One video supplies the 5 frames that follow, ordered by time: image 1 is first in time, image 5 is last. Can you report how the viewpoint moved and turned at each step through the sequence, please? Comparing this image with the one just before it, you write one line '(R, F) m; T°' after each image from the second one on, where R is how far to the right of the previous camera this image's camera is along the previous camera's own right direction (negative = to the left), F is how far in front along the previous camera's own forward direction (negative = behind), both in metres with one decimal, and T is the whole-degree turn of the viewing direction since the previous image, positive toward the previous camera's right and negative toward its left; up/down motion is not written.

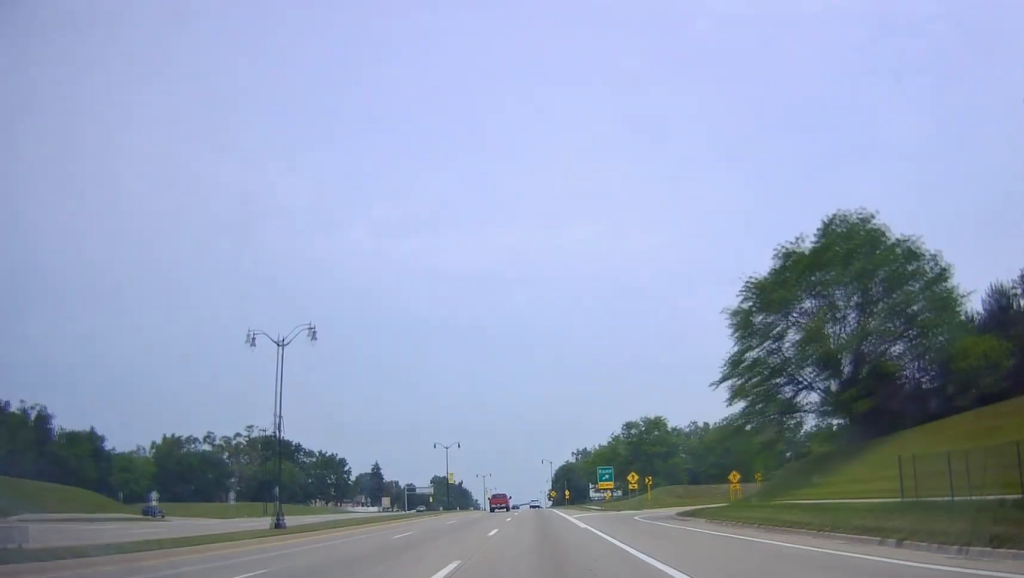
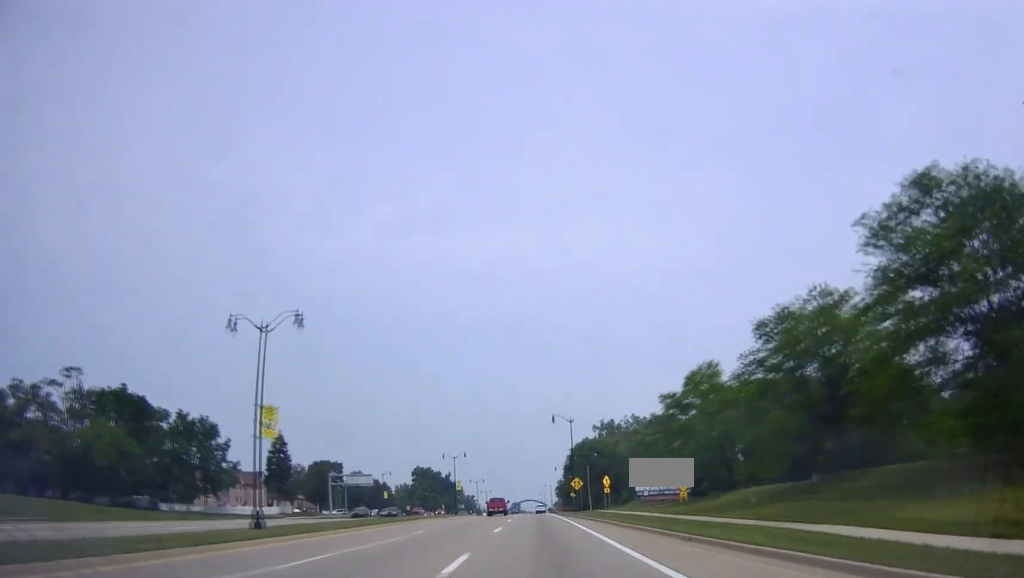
(+1.2, +74.5) m; +2°
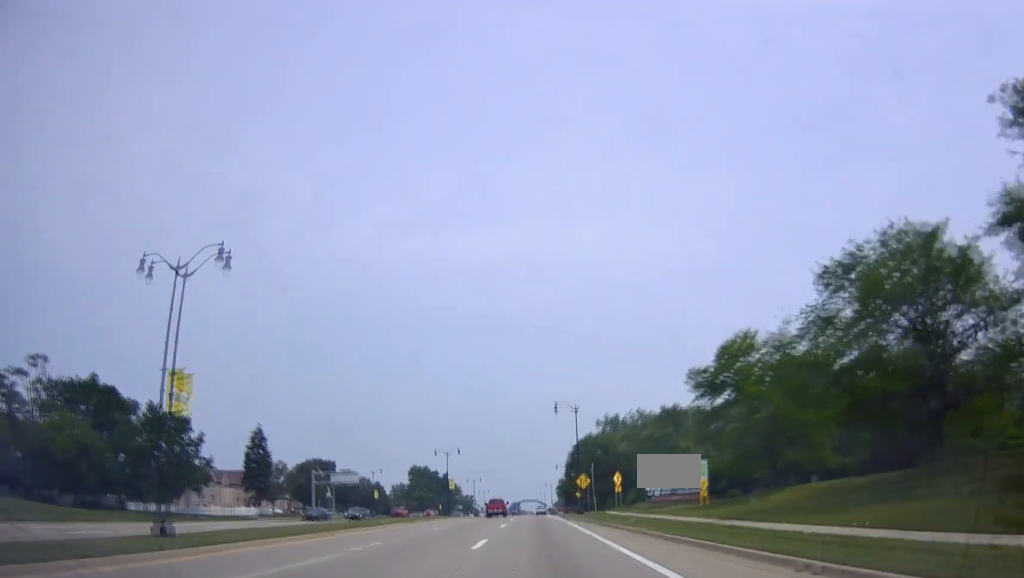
(+0.1, +9.2) m; 0°
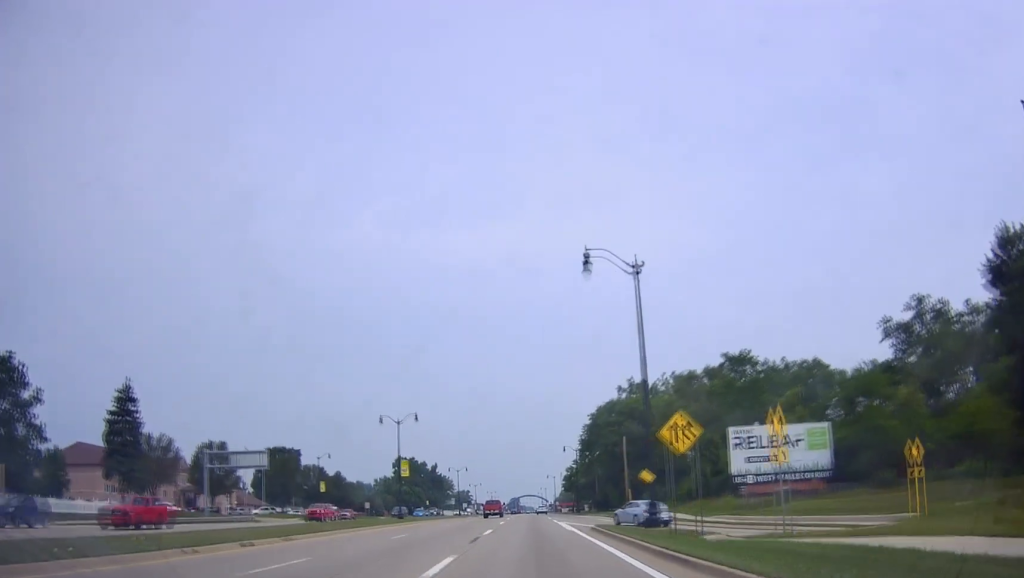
(-0.1, +38.2) m; 0°
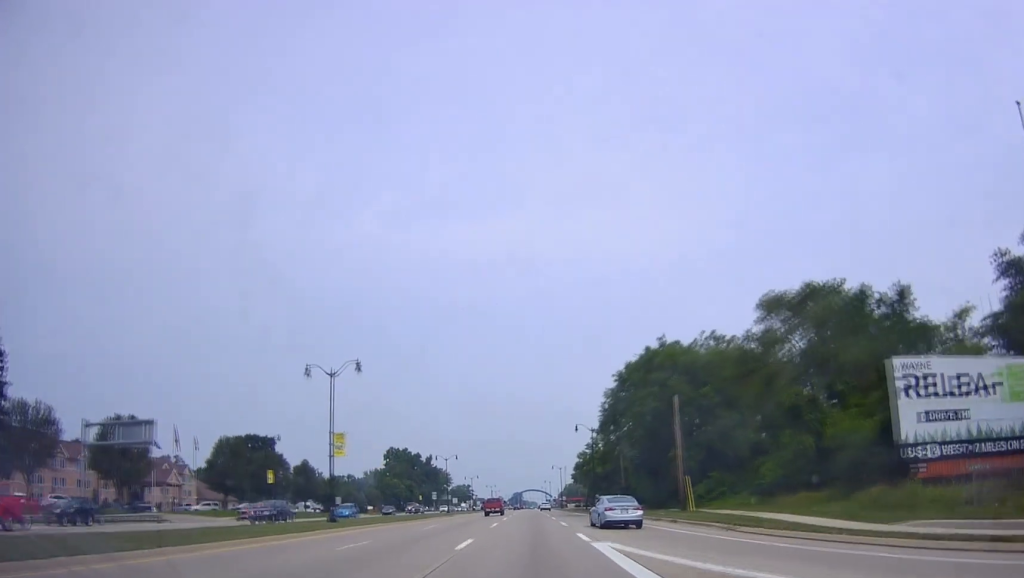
(-0.3, +24.0) m; -1°
